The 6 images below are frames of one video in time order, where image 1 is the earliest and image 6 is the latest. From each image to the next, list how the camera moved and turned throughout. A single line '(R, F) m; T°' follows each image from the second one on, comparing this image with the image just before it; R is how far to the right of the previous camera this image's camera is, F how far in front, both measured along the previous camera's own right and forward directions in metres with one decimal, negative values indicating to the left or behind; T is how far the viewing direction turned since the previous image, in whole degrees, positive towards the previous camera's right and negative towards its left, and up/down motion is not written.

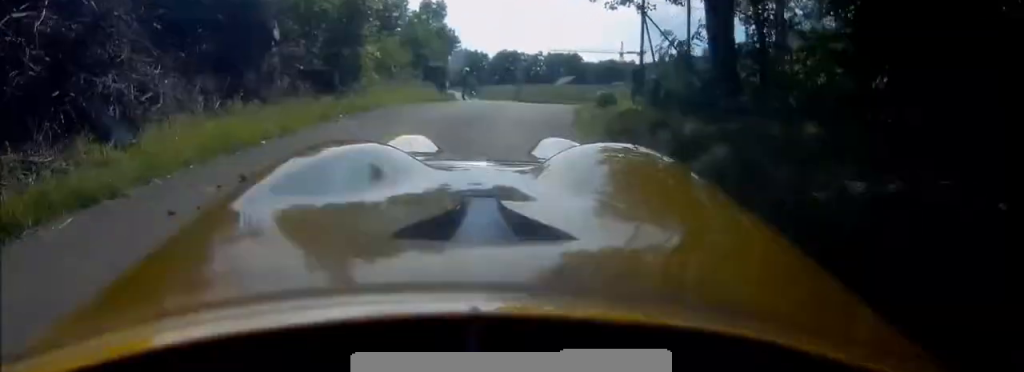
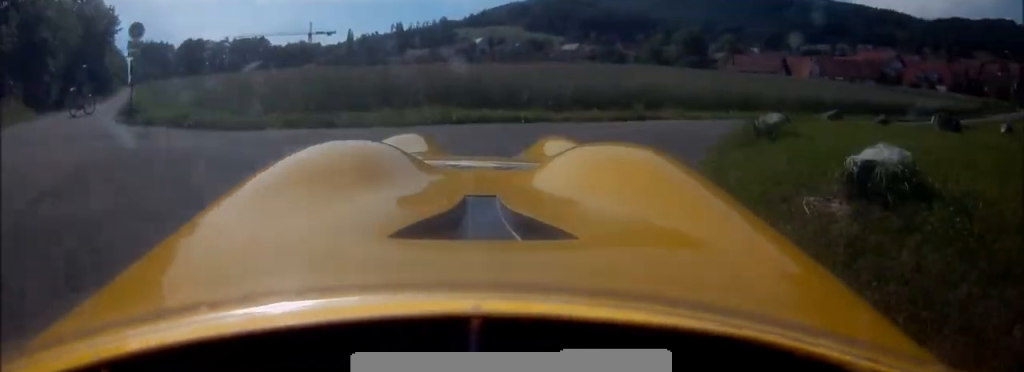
(+1.1, +22.6) m; +20°
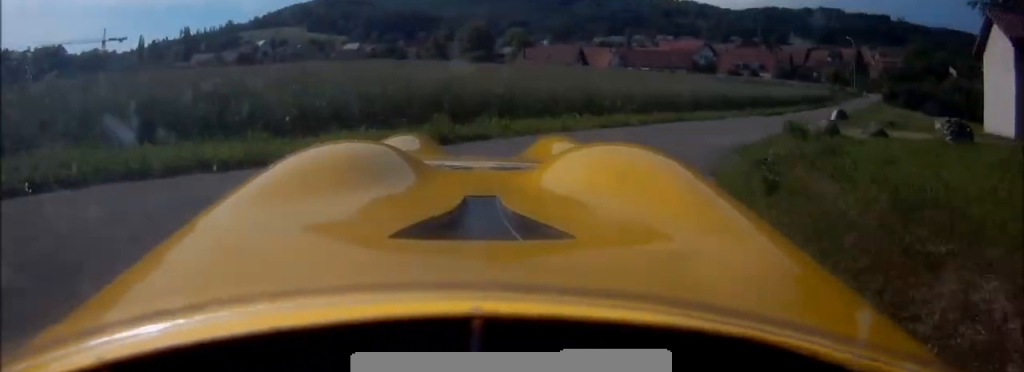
(+1.0, +5.3) m; +29°
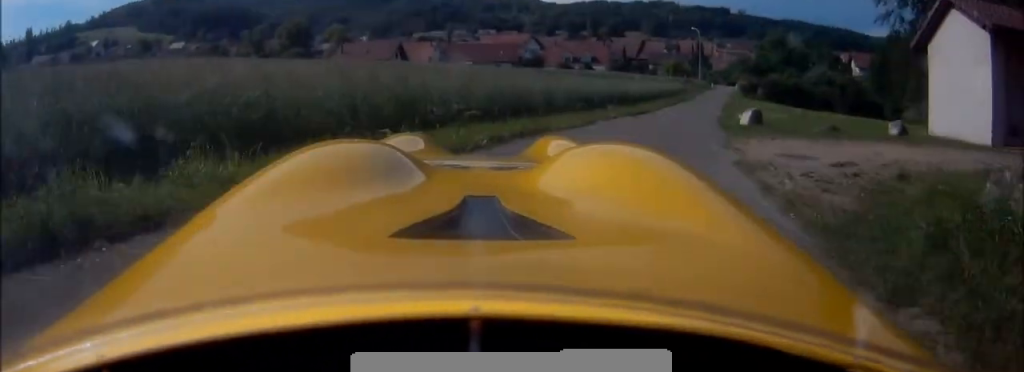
(+1.5, +4.3) m; +15°
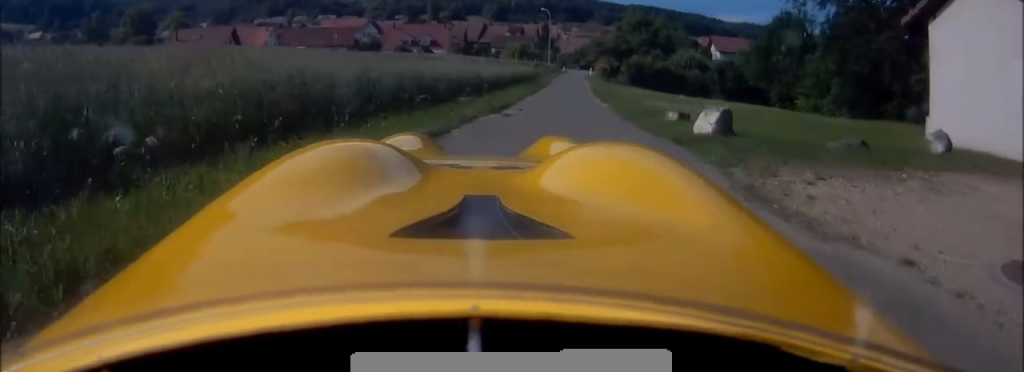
(+0.7, +6.0) m; +6°
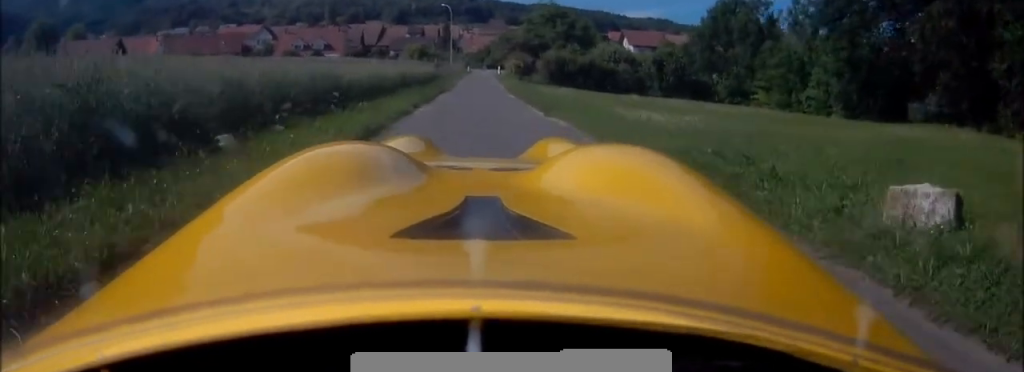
(0.0, +8.3) m; +4°
